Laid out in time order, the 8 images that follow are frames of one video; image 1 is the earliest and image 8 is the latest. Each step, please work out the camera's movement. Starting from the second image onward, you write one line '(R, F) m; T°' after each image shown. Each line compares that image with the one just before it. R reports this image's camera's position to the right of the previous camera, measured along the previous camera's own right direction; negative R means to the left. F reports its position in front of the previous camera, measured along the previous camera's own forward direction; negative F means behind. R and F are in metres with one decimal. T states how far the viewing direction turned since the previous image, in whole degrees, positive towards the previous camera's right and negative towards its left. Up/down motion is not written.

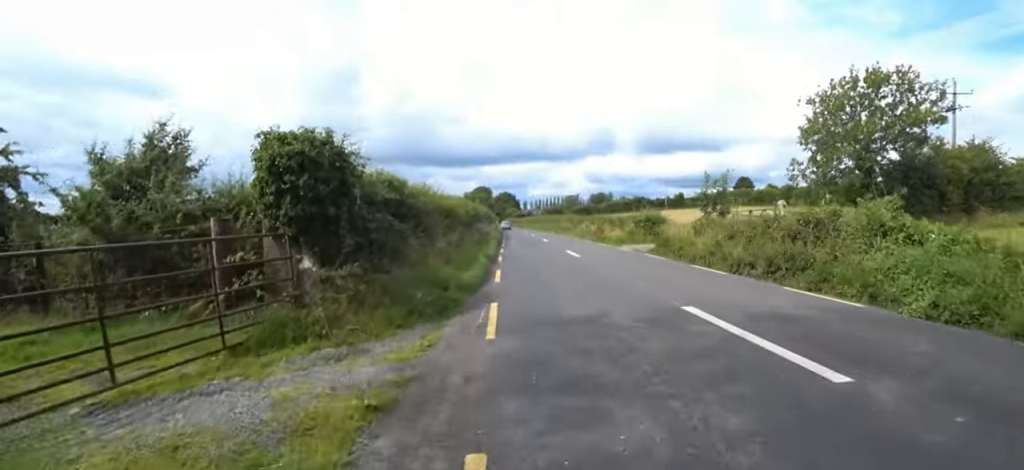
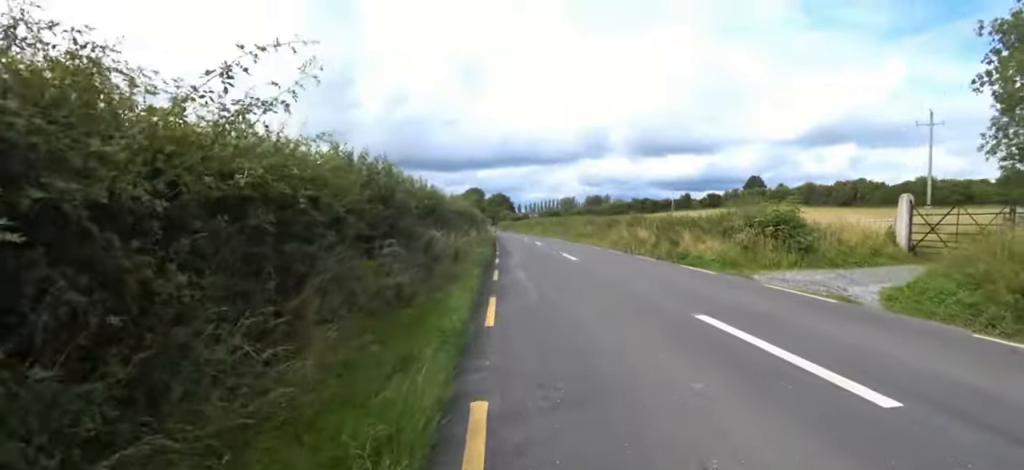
(-0.3, +12.4) m; -2°
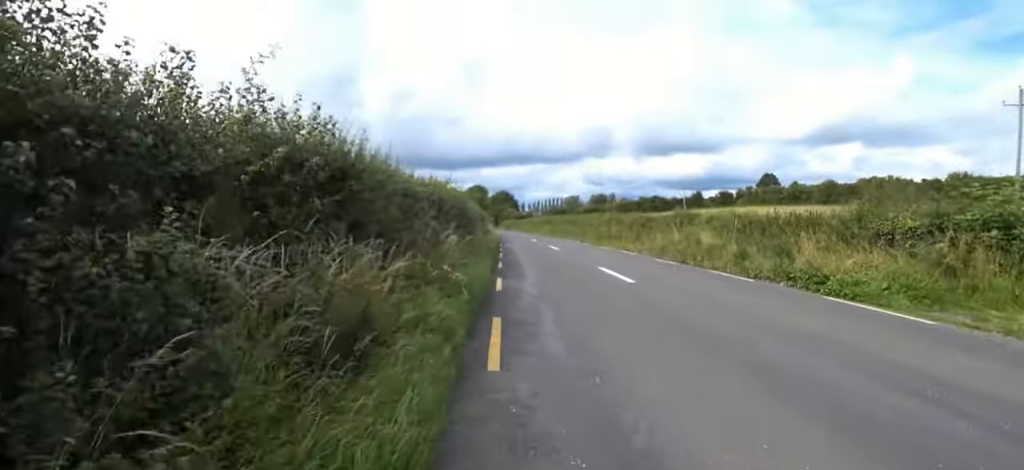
(0.0, +5.9) m; 0°
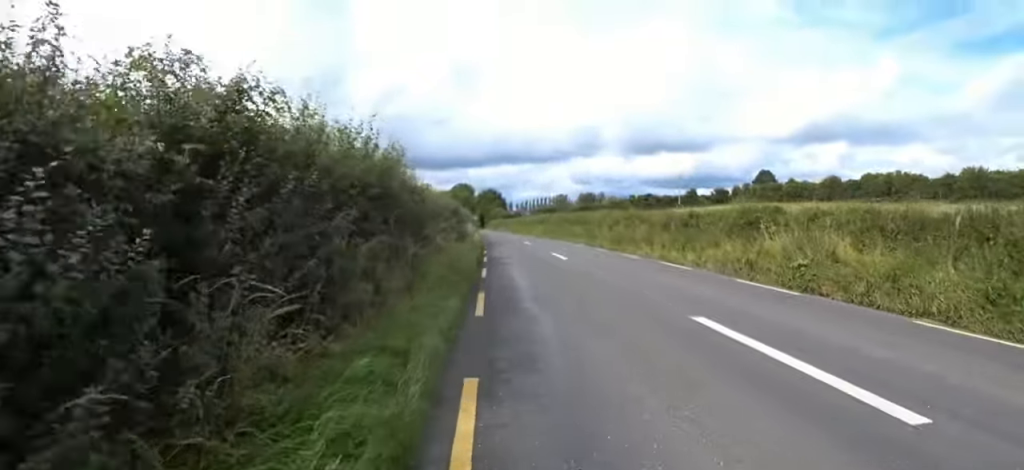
(0.0, +6.3) m; 0°
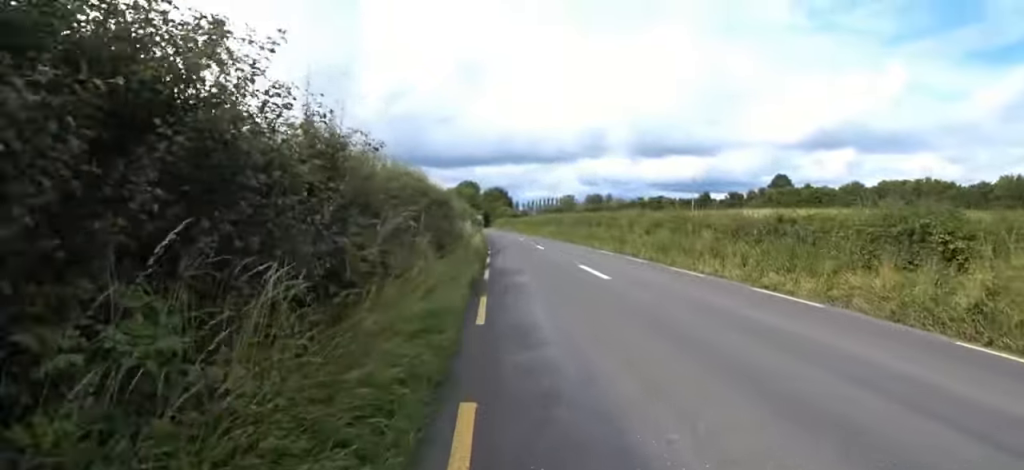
(0.0, +4.8) m; 0°
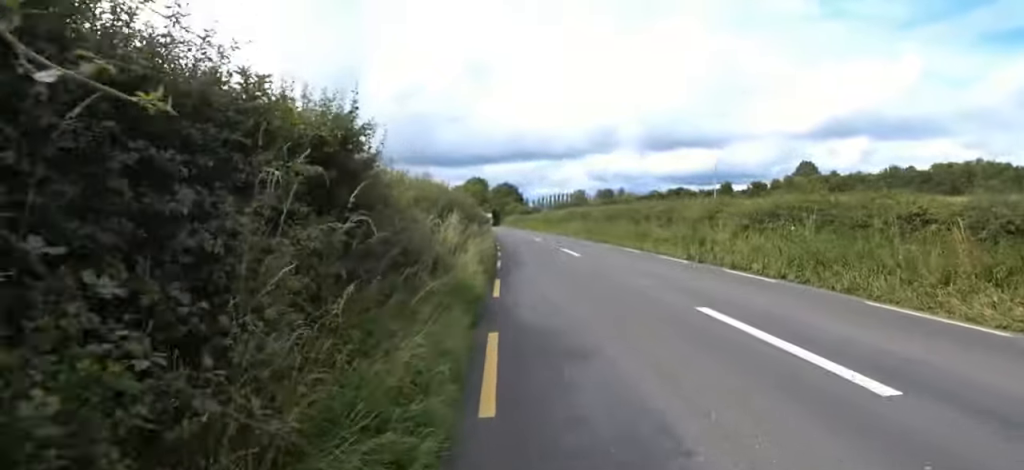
(0.0, +7.1) m; 0°
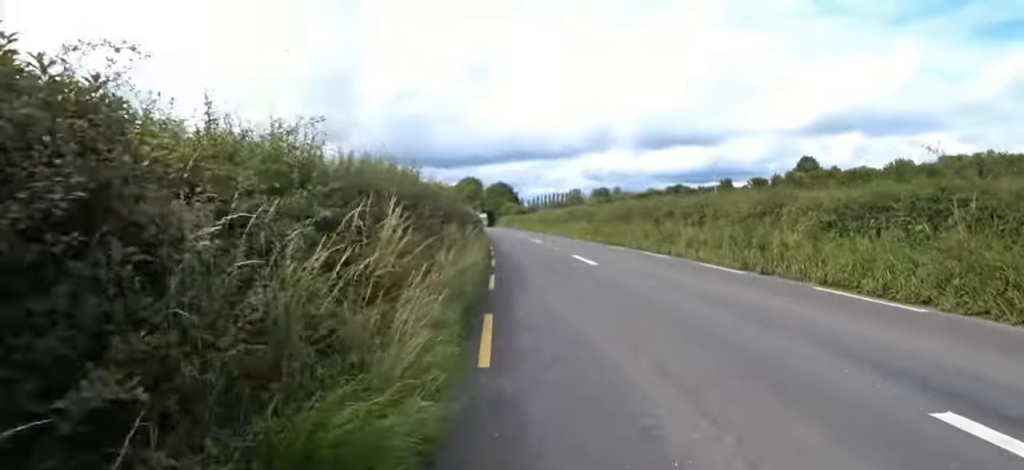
(0.0, +3.5) m; +2°
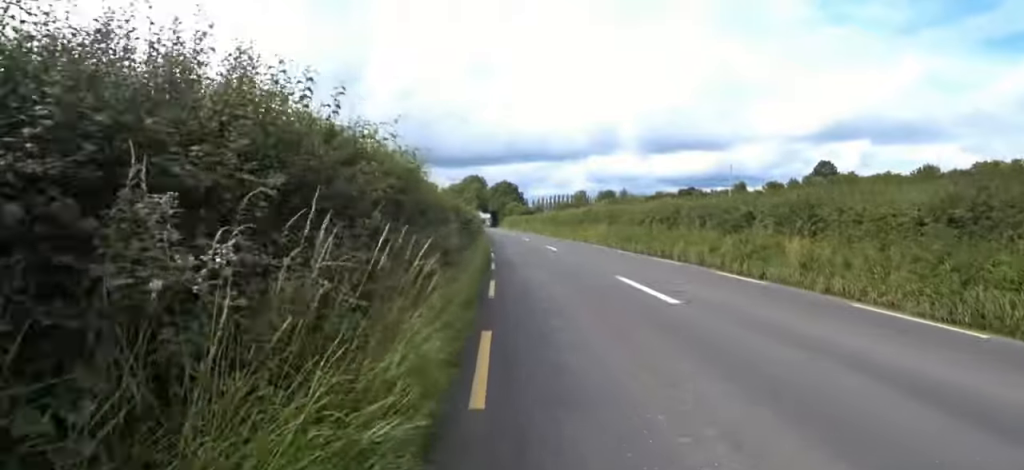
(+0.2, +5.2) m; +4°
